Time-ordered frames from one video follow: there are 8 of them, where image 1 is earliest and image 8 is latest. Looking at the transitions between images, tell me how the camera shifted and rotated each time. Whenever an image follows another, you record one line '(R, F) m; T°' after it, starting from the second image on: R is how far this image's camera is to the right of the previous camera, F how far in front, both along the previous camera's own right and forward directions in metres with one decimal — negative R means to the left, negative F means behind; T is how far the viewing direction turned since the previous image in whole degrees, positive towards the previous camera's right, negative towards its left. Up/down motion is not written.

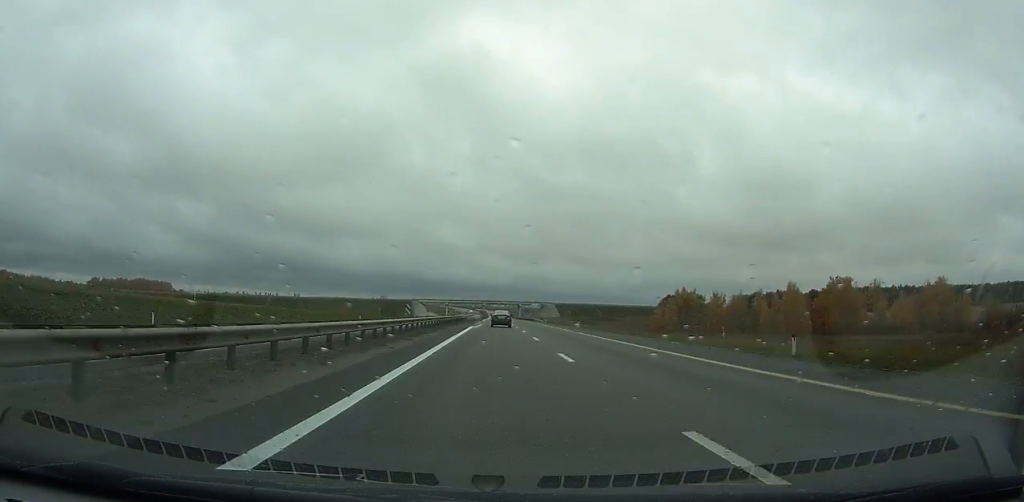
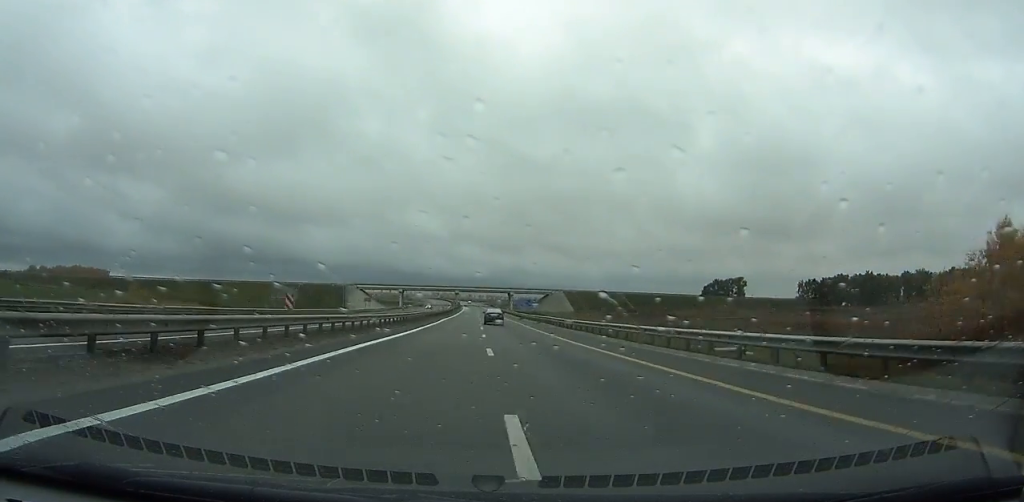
(+0.3, +131.4) m; +1°
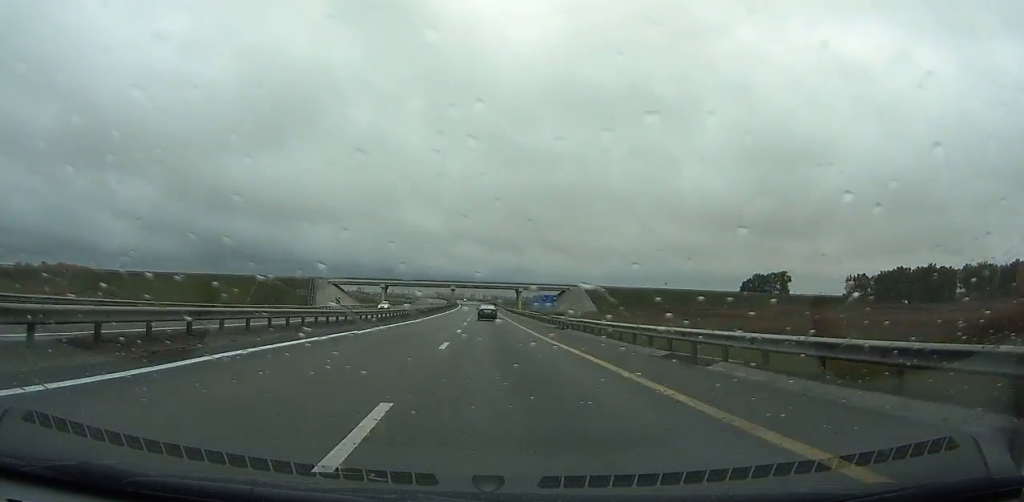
(+0.5, +49.1) m; 0°
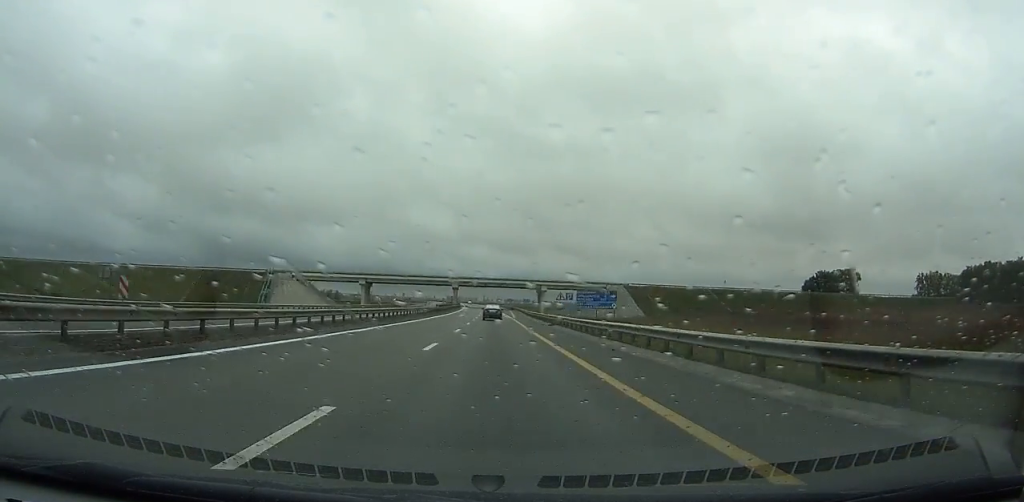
(+0.4, +49.0) m; 0°
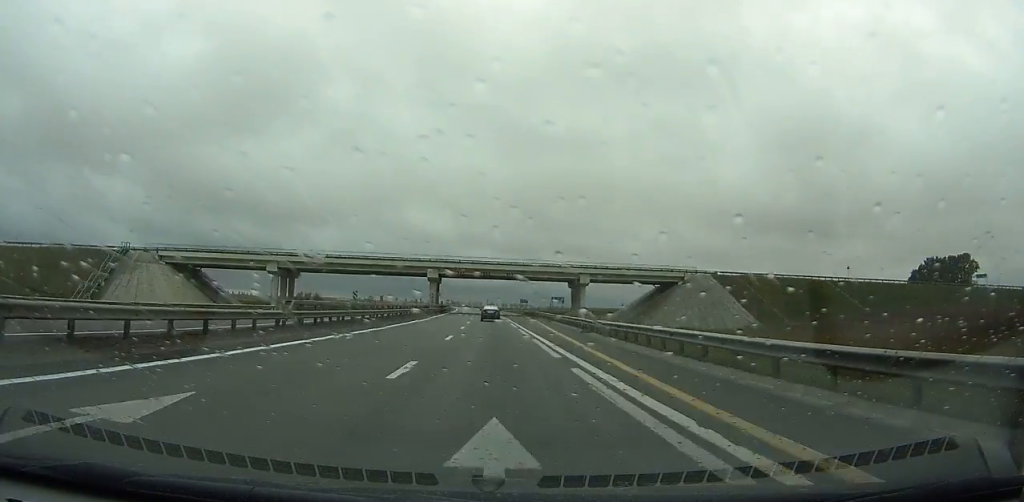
(-0.9, +68.5) m; -1°
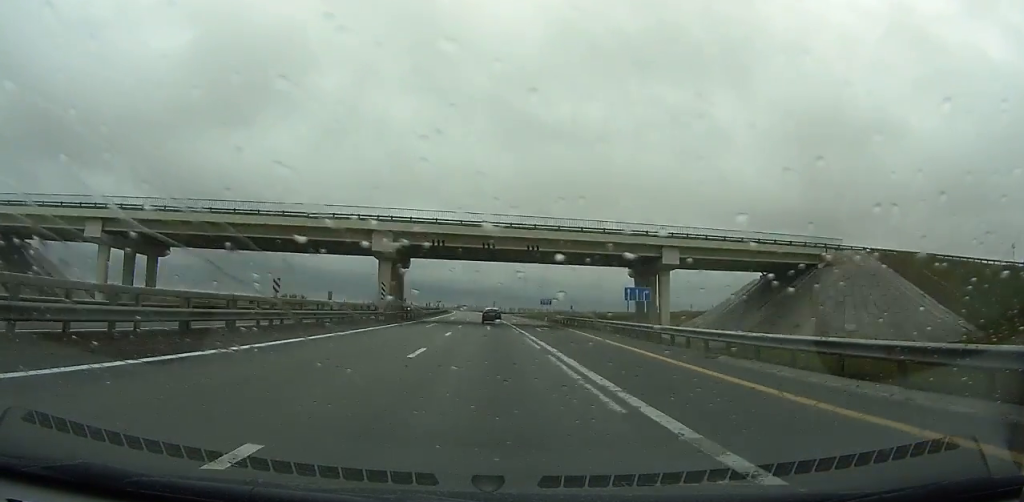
(-0.3, +43.9) m; -1°
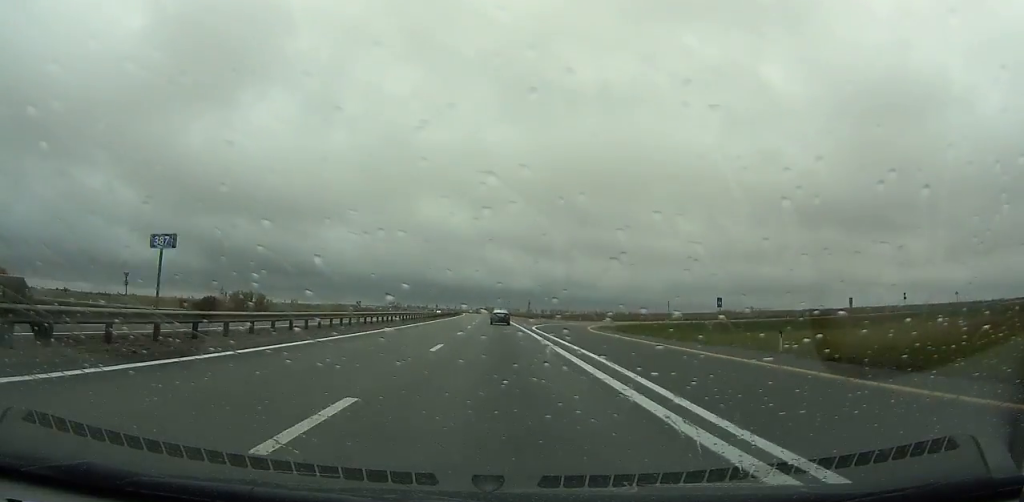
(-1.4, +101.7) m; -2°
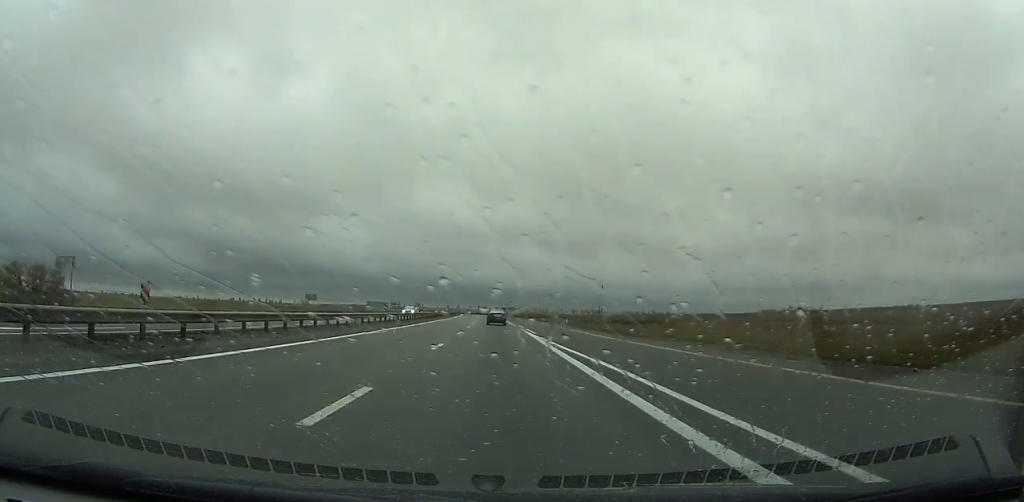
(-3.2, +140.1) m; -3°
